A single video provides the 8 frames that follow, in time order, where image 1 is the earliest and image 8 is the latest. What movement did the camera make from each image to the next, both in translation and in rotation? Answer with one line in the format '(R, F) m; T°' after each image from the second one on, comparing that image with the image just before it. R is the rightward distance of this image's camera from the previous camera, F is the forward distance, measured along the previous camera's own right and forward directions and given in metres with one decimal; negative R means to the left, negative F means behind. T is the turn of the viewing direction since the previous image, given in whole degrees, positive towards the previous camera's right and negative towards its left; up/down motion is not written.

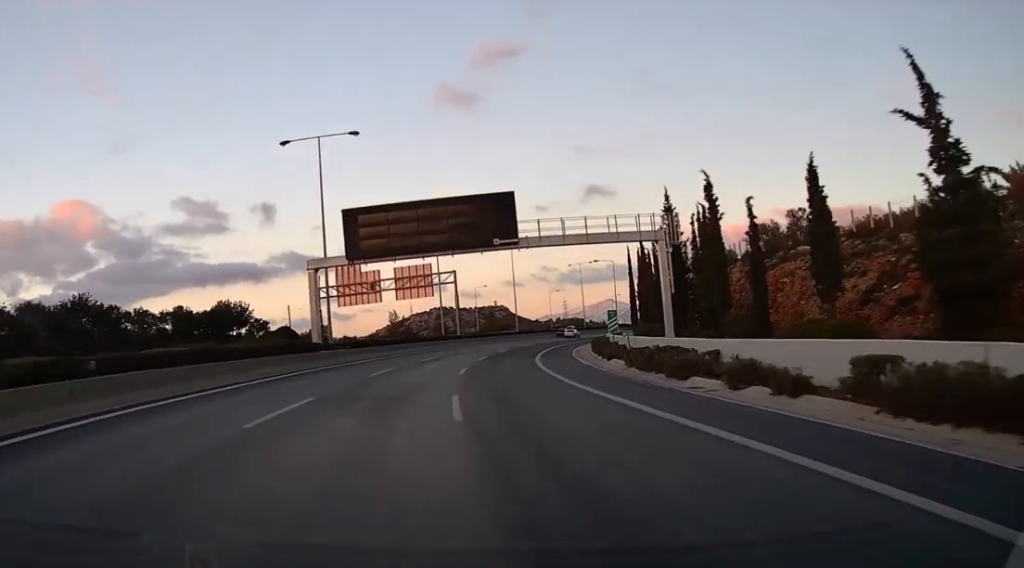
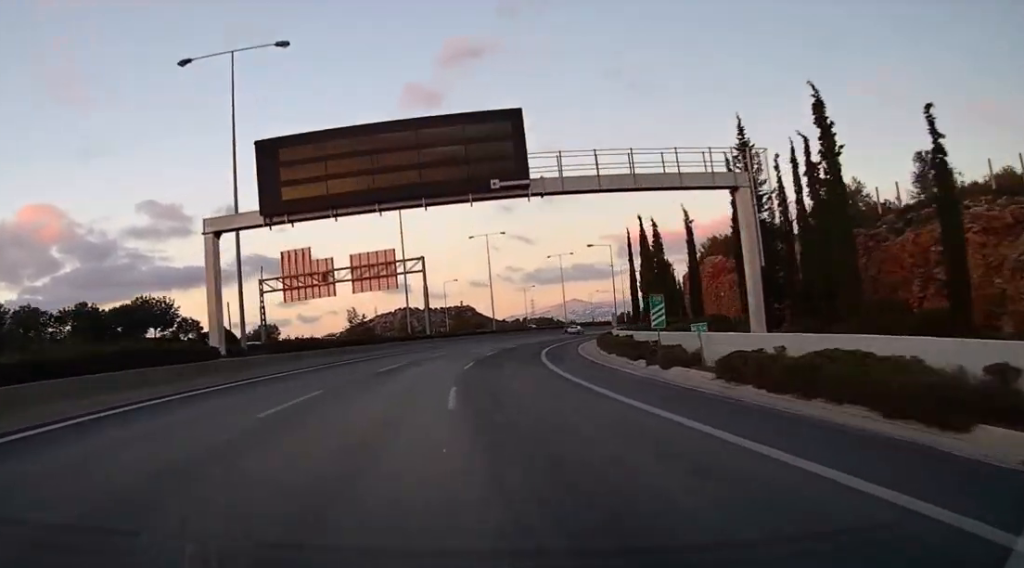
(+0.3, +16.0) m; +2°
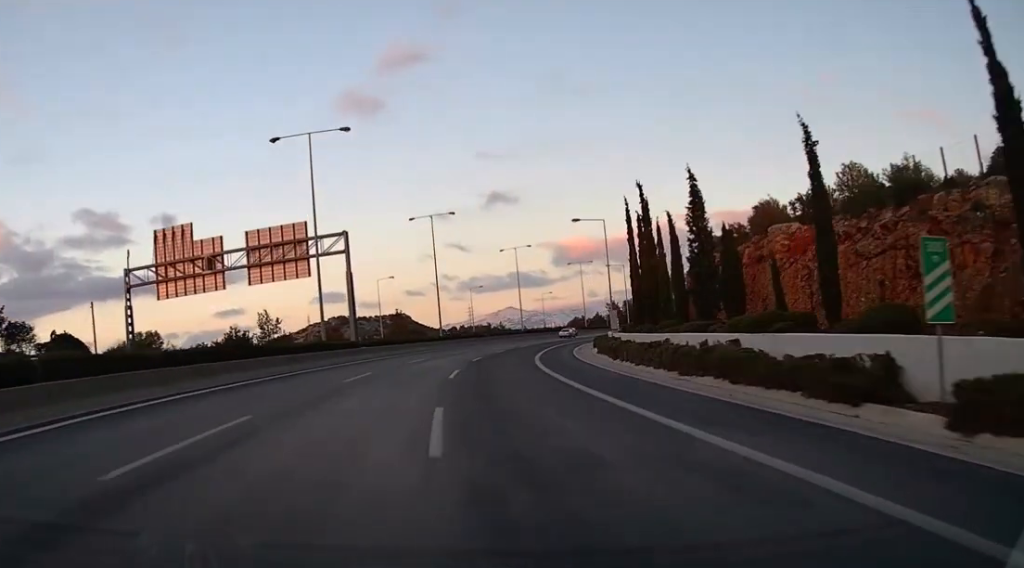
(+0.4, +22.9) m; +3°
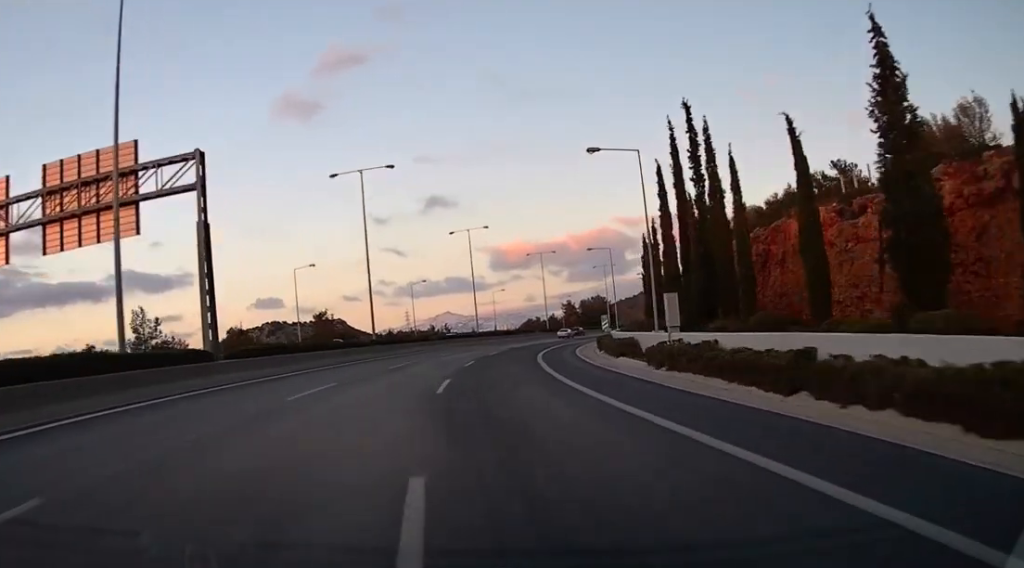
(+0.9, +26.7) m; +5°
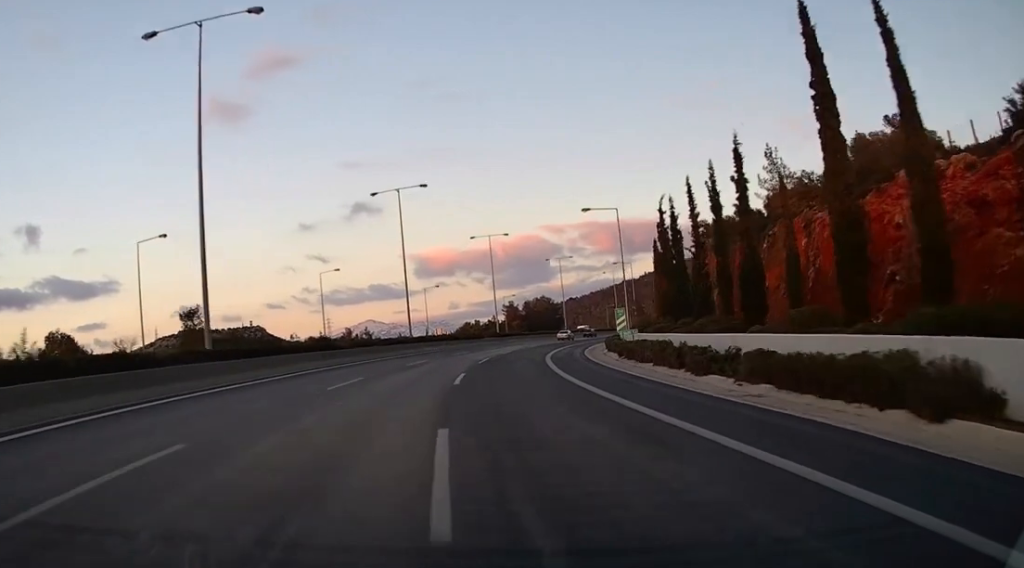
(+1.8, +32.3) m; +6°
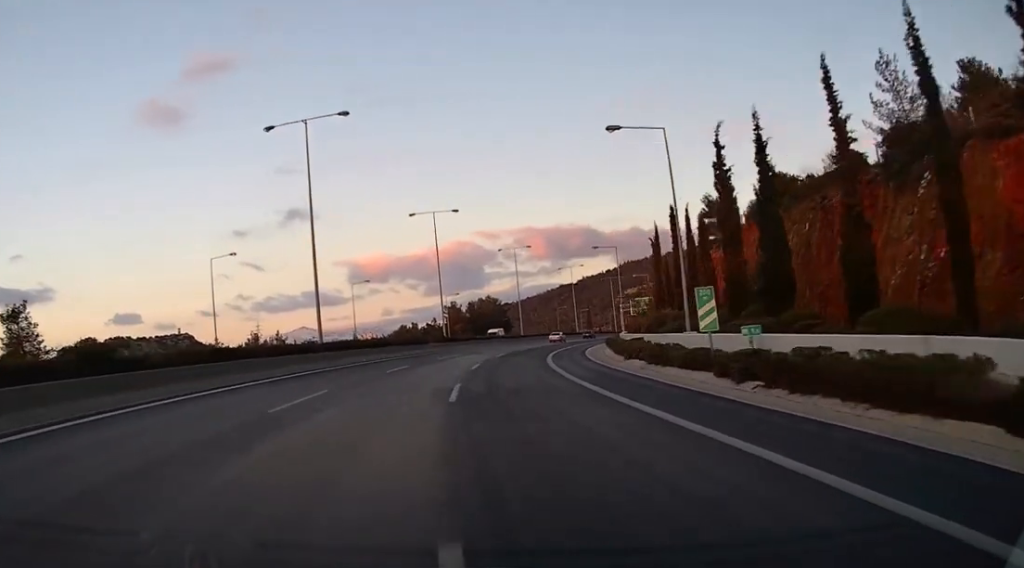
(+0.8, +24.4) m; +4°
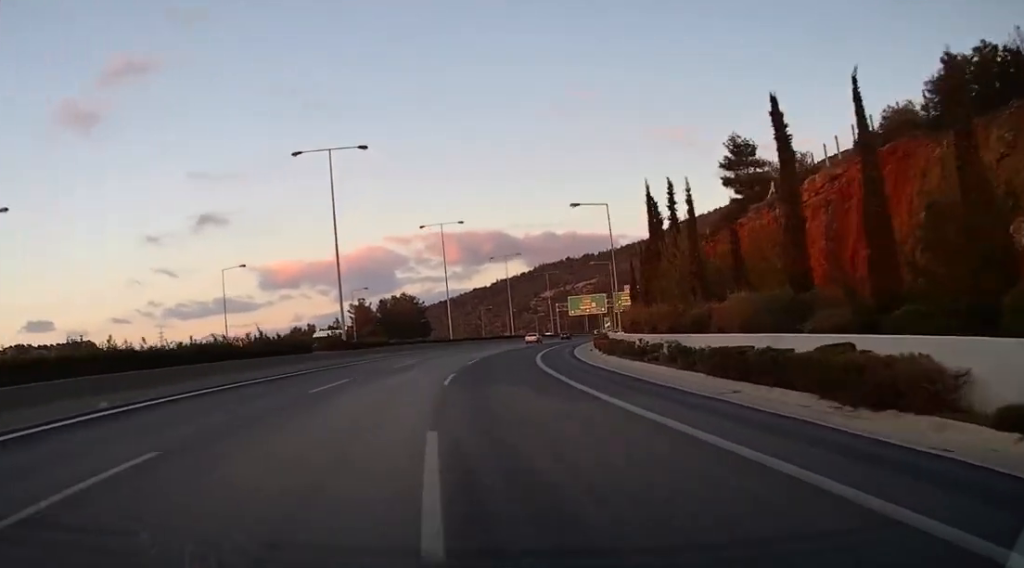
(+1.1, +30.0) m; +6°
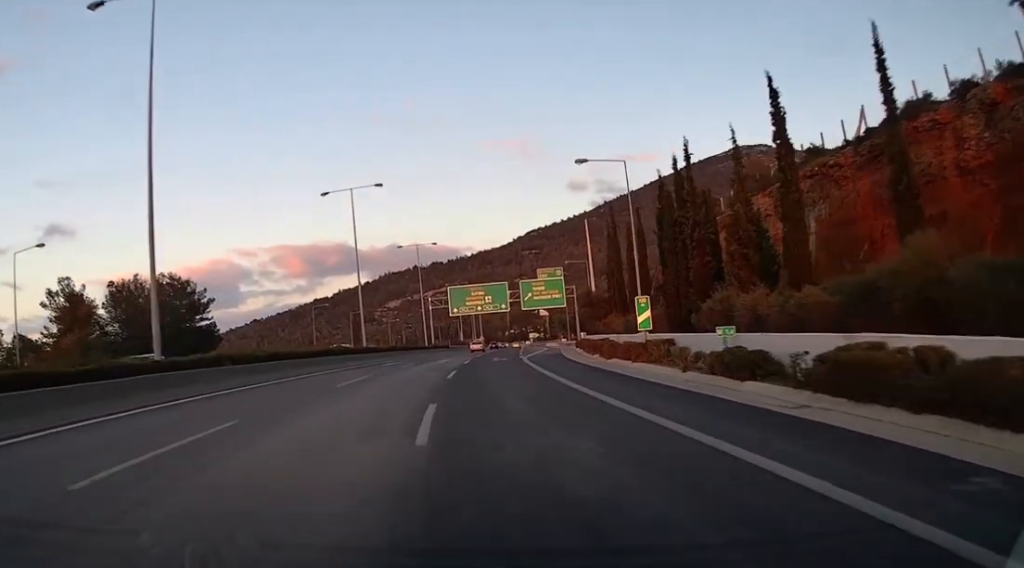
(+9.7, +65.5) m; +16°
